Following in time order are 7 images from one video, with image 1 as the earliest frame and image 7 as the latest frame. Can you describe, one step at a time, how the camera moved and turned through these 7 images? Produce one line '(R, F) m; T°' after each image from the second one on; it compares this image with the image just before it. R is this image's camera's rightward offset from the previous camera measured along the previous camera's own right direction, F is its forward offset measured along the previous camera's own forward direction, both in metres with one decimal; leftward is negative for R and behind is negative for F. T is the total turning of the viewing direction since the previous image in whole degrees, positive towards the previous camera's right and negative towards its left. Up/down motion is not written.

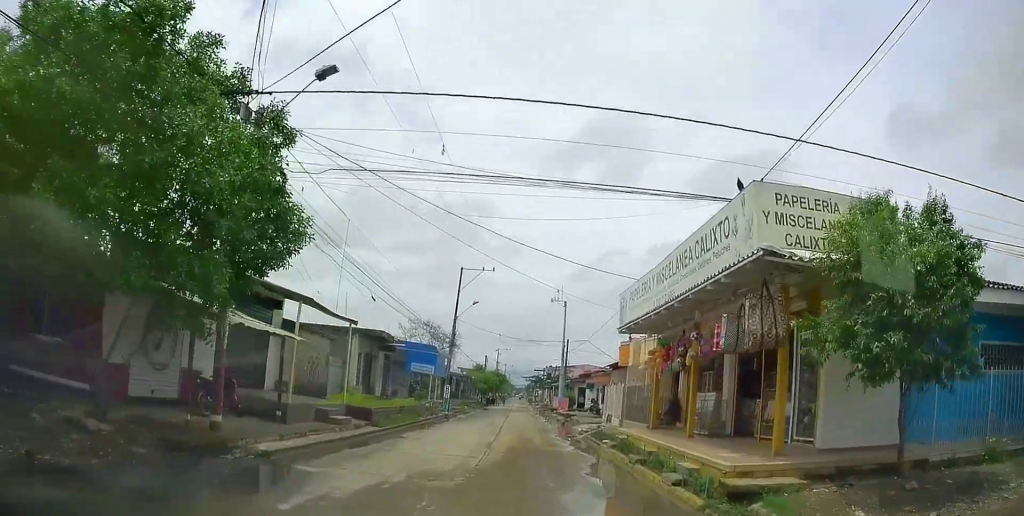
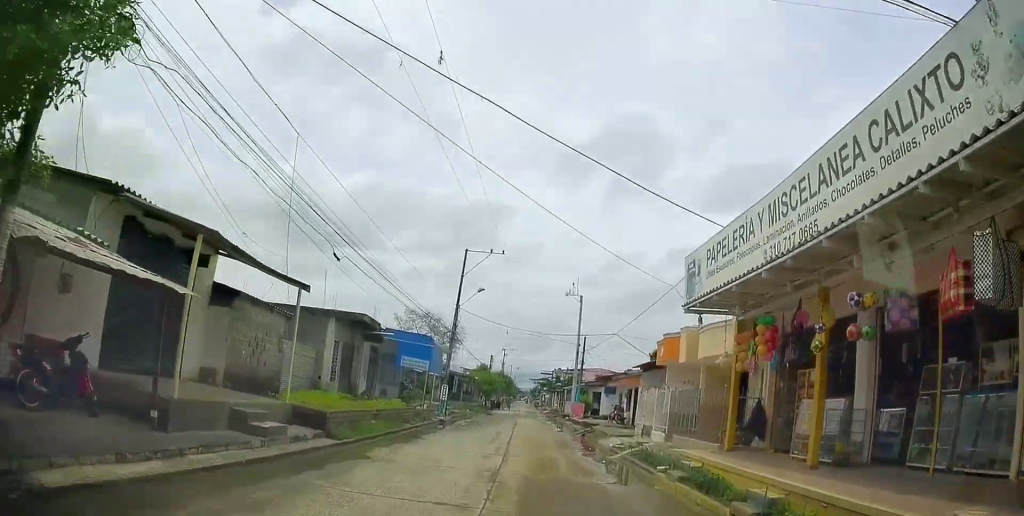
(+0.3, +6.1) m; +1°
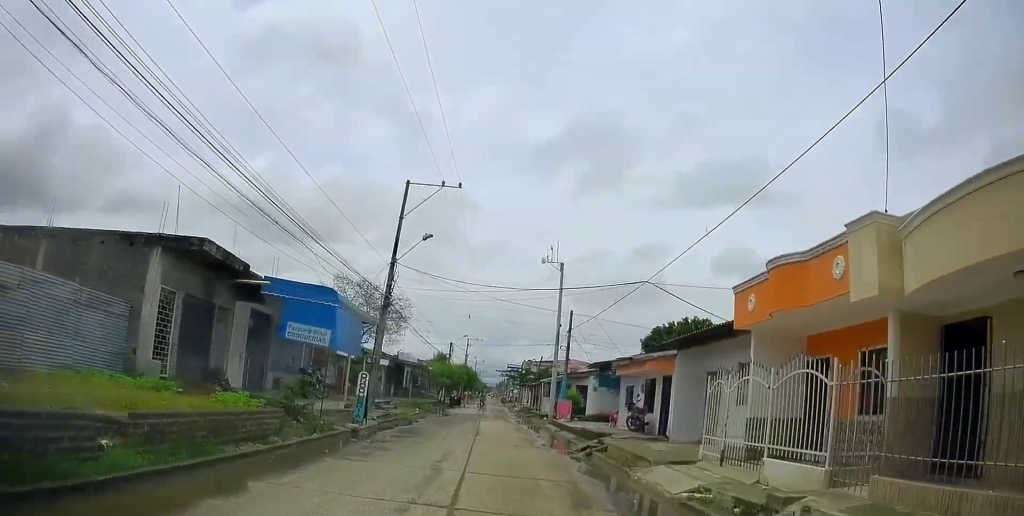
(-0.4, +11.6) m; -3°
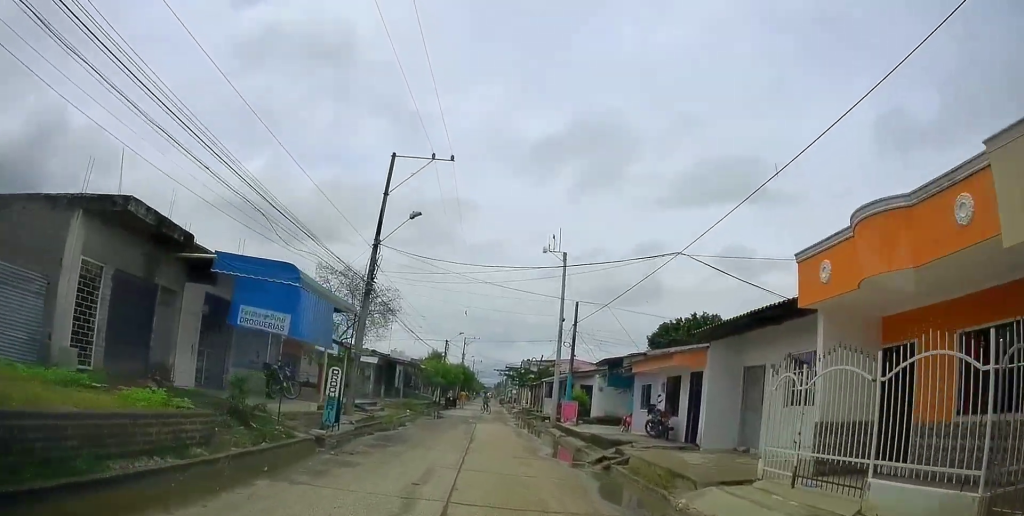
(+0.2, +3.2) m; 0°
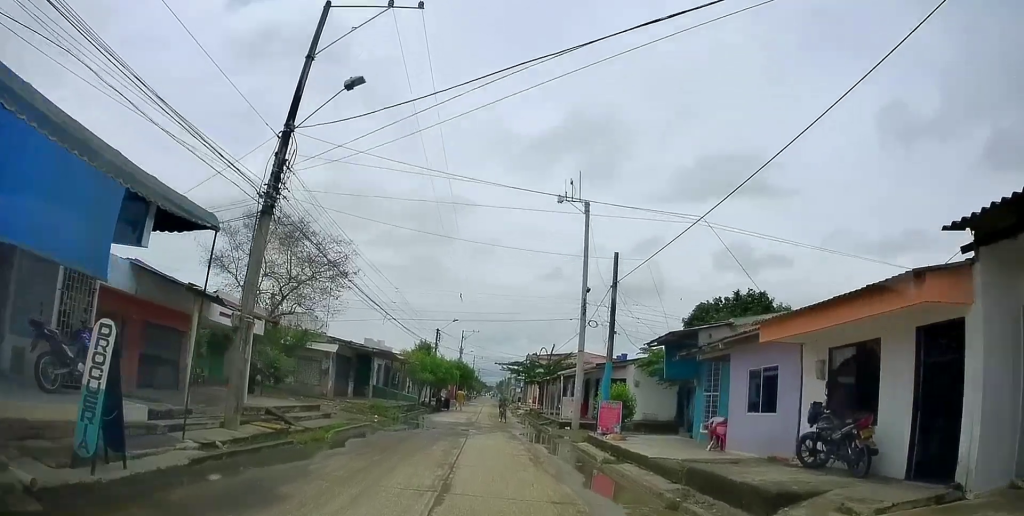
(-0.2, +9.5) m; +1°
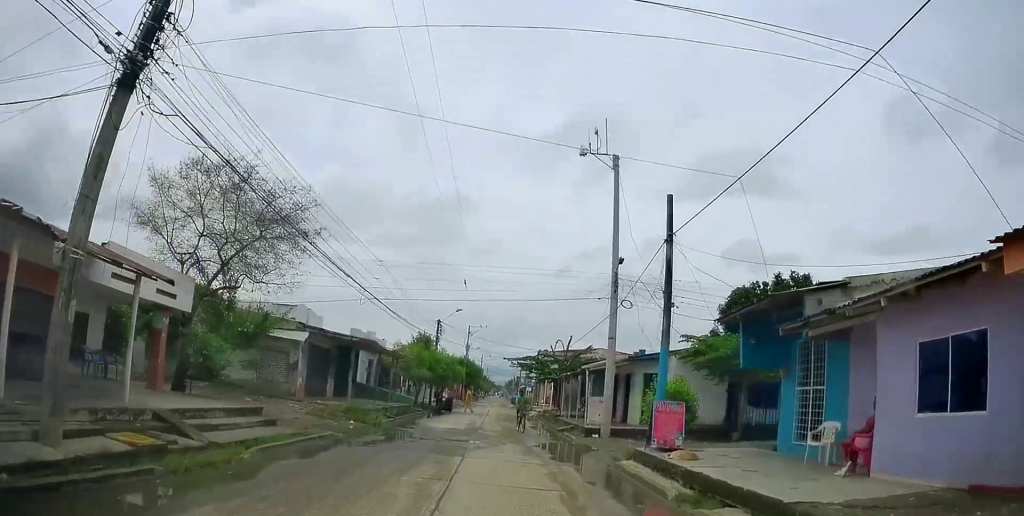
(+0.3, +5.9) m; +3°
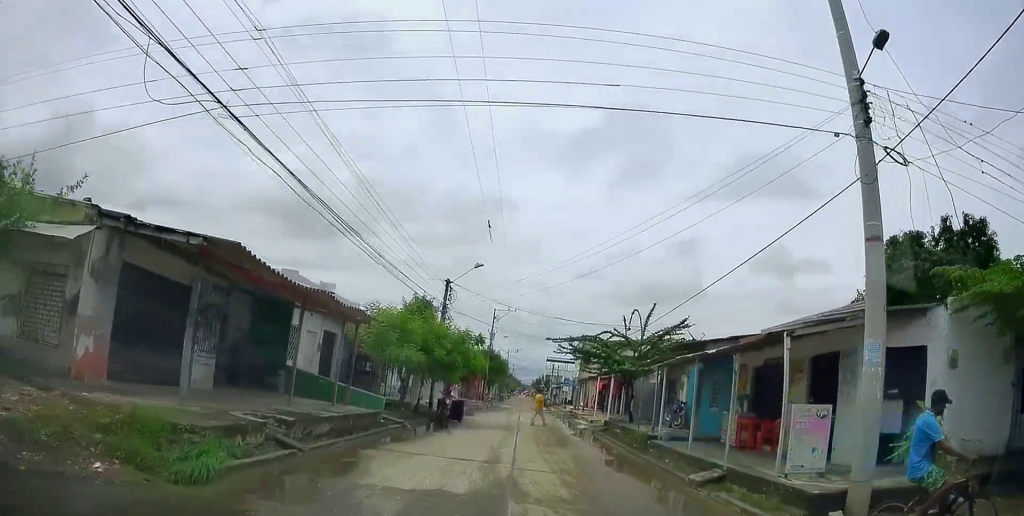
(+0.1, +15.4) m; -1°
